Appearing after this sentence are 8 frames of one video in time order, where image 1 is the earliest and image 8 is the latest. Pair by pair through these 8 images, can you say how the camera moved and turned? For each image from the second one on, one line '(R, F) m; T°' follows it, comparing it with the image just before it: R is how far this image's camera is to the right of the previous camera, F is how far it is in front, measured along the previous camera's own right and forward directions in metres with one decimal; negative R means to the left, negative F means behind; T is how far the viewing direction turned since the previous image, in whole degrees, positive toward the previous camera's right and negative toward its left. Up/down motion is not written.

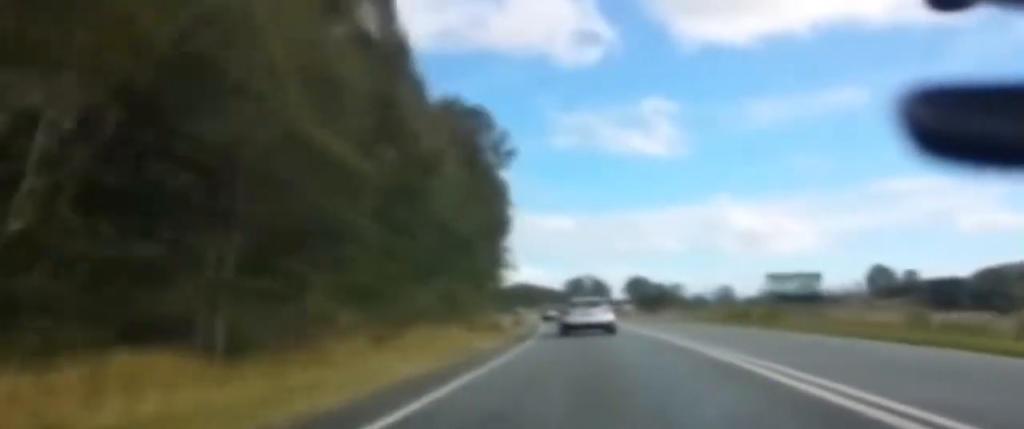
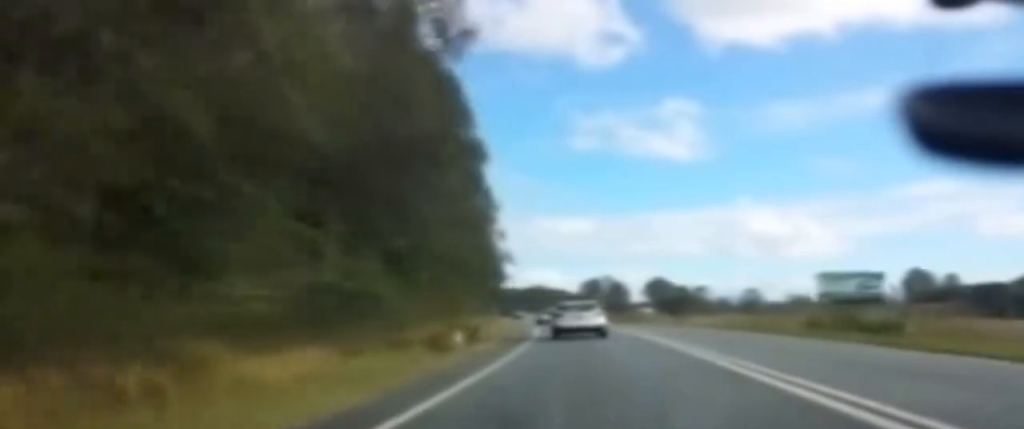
(-0.3, +18.7) m; -1°
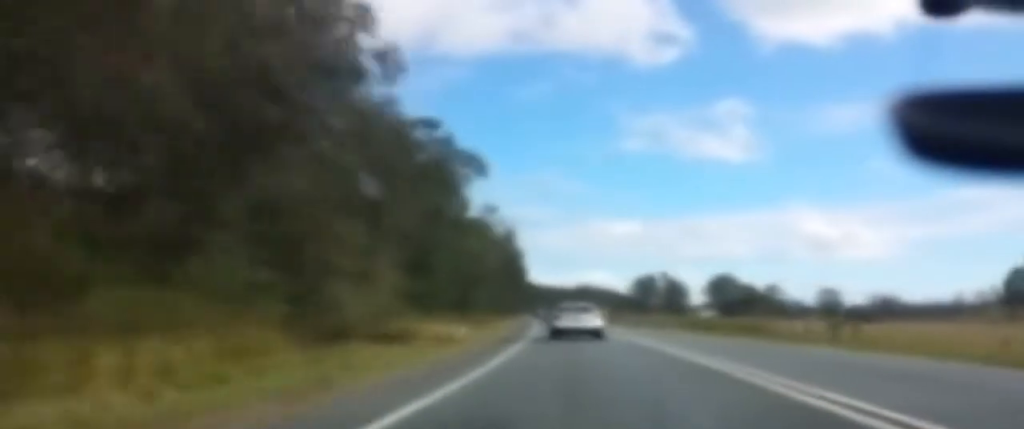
(-1.2, +43.6) m; -3°
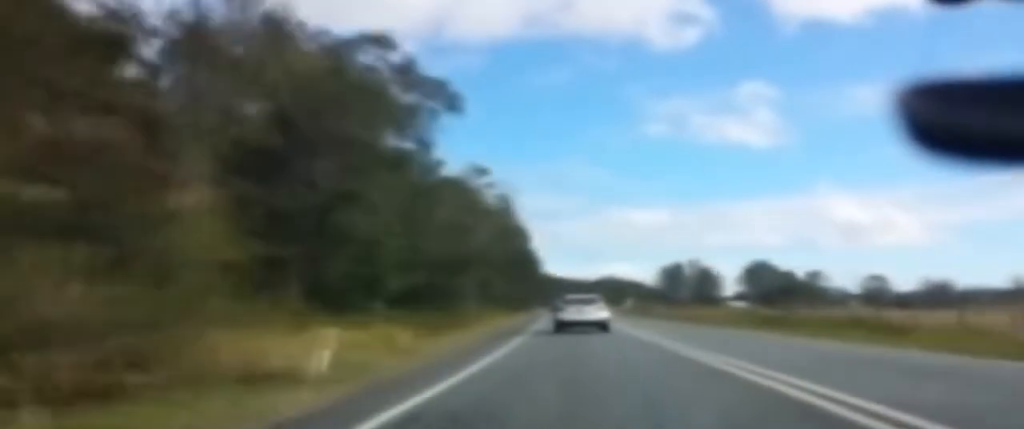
(-0.3, +18.3) m; -1°
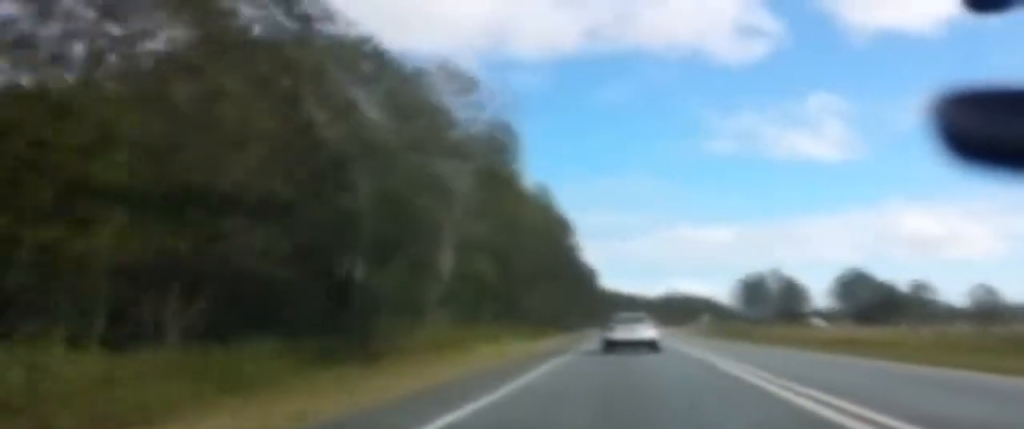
(-0.1, +28.6) m; -1°
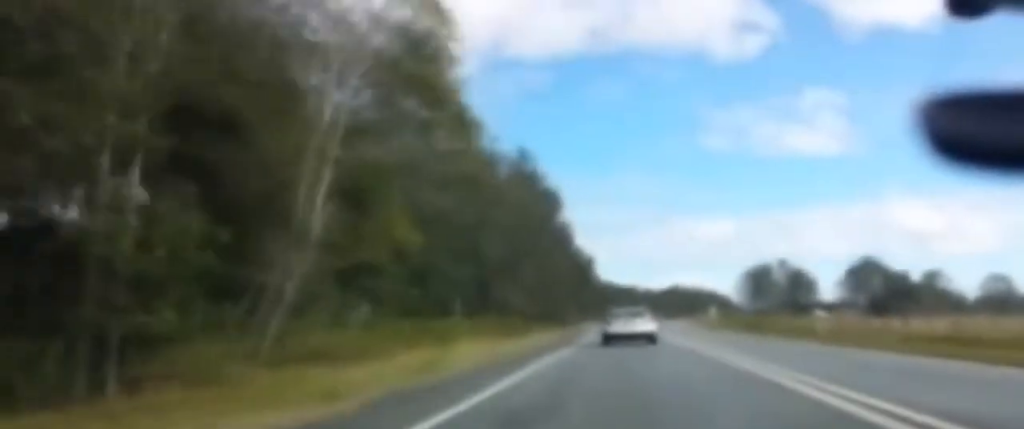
(-0.2, +13.6) m; 0°
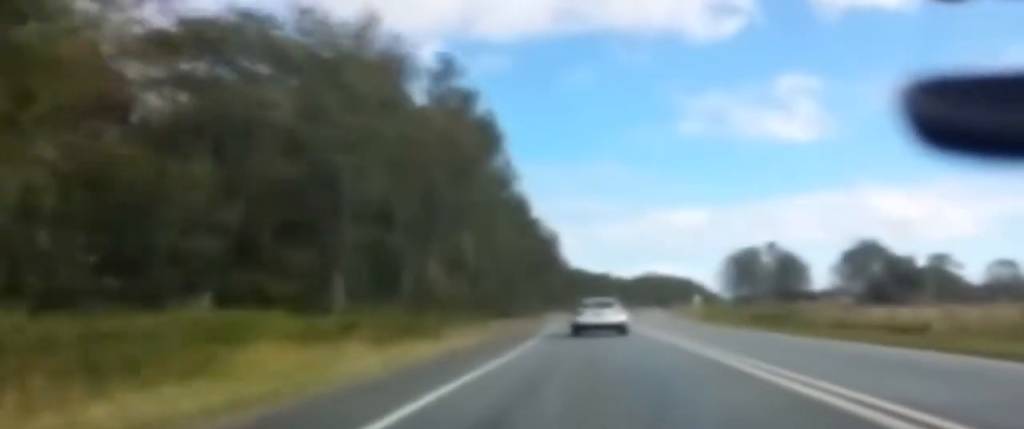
(-0.1, +17.7) m; 0°
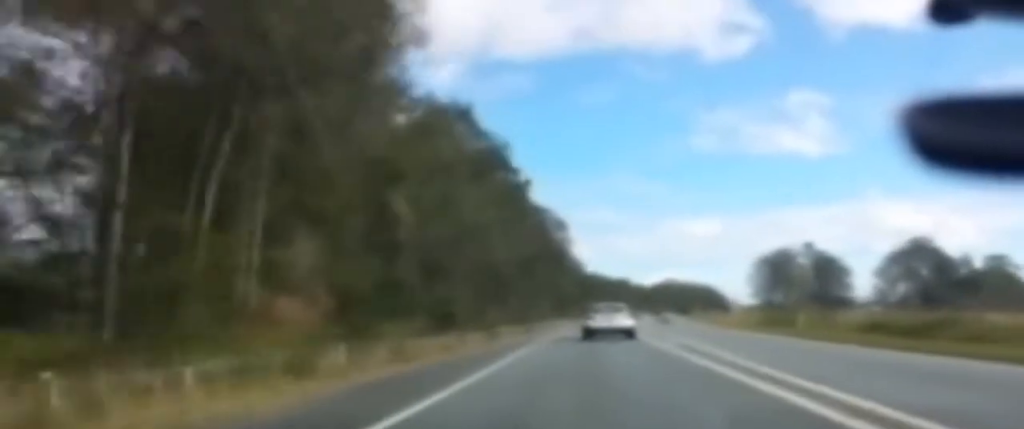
(+0.1, +26.1) m; 0°
